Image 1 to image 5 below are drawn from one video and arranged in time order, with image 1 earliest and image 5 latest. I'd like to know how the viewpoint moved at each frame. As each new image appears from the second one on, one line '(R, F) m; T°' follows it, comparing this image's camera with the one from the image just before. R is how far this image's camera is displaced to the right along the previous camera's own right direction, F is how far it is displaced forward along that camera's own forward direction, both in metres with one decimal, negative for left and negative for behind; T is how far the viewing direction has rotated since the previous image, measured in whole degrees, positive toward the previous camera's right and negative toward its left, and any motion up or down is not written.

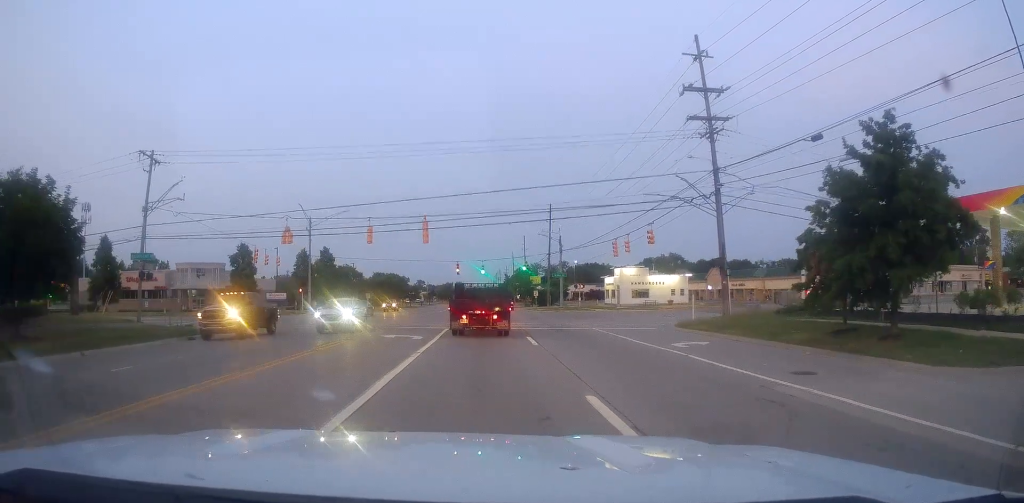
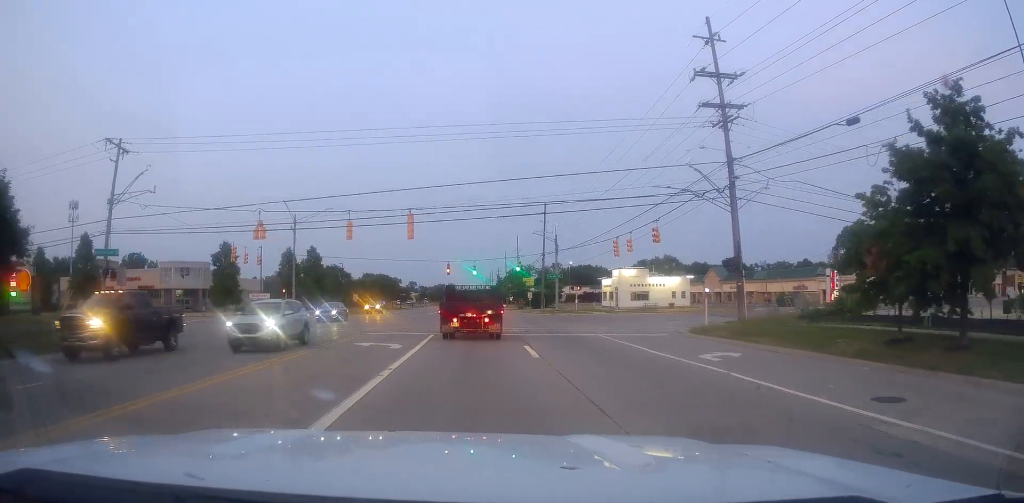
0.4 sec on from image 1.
(-0.4, +3.4) m; 0°
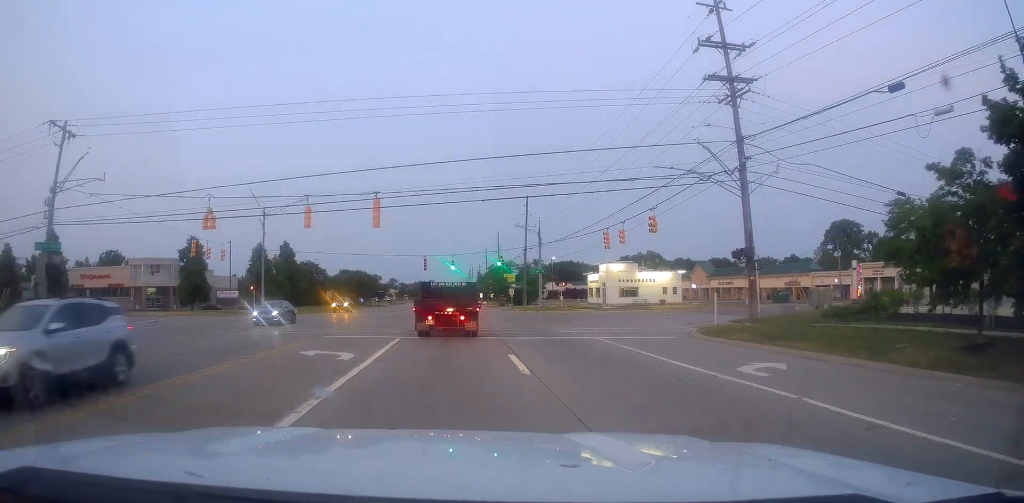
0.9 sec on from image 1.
(-0.2, +3.9) m; +1°
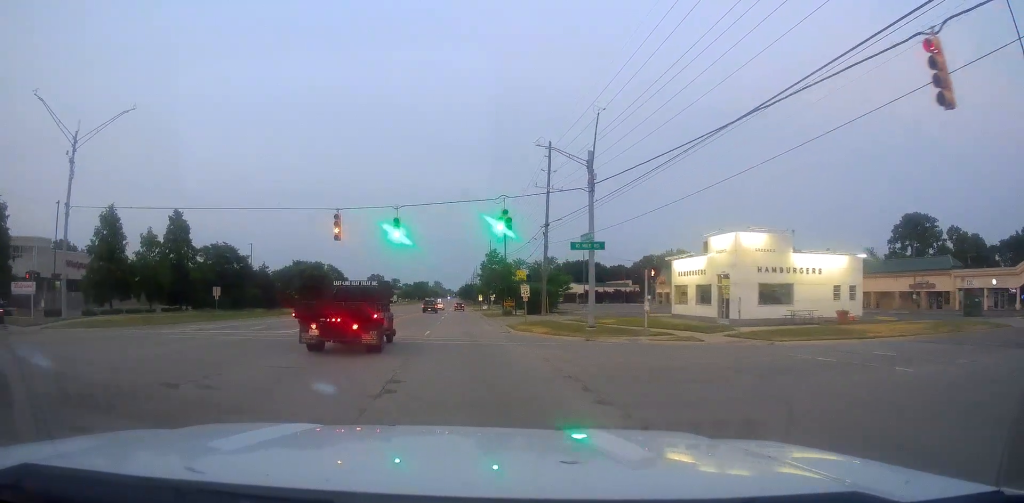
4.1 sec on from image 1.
(+4.0, +28.5) m; +6°
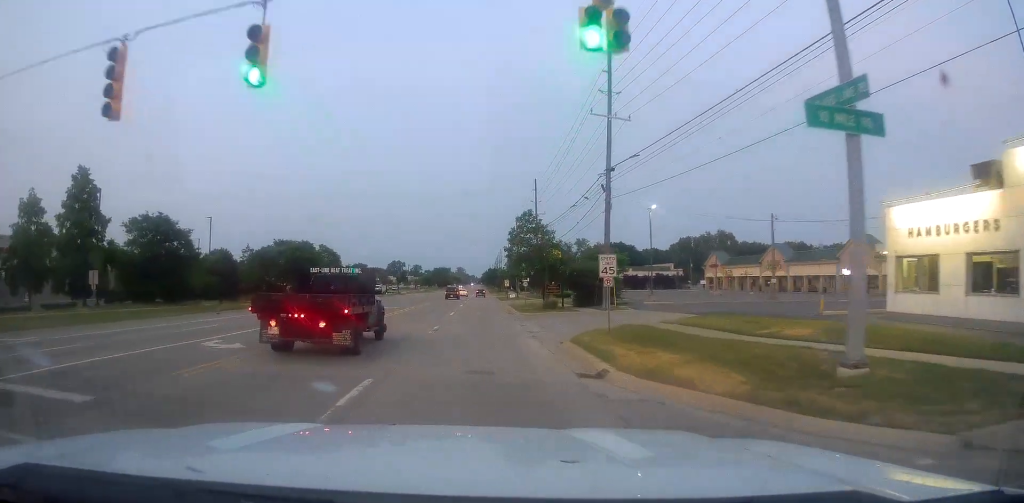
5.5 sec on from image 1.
(-0.1, +17.9) m; -2°
